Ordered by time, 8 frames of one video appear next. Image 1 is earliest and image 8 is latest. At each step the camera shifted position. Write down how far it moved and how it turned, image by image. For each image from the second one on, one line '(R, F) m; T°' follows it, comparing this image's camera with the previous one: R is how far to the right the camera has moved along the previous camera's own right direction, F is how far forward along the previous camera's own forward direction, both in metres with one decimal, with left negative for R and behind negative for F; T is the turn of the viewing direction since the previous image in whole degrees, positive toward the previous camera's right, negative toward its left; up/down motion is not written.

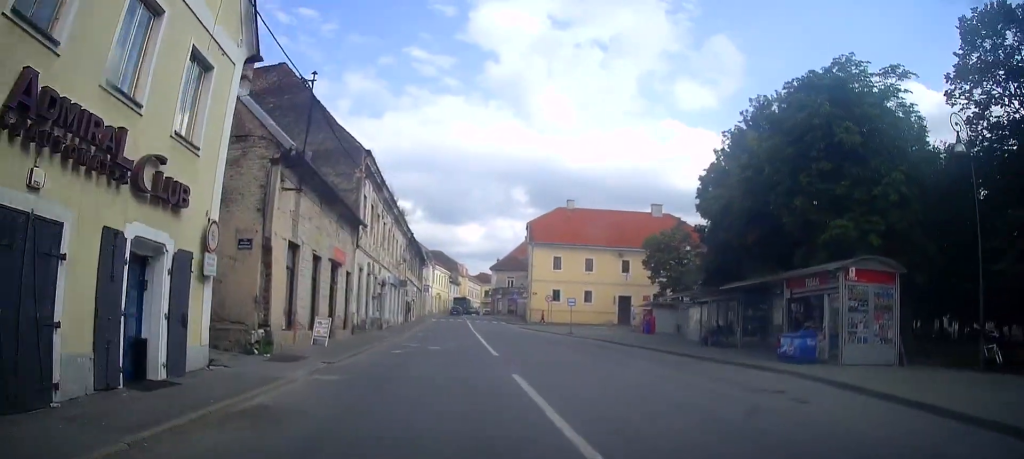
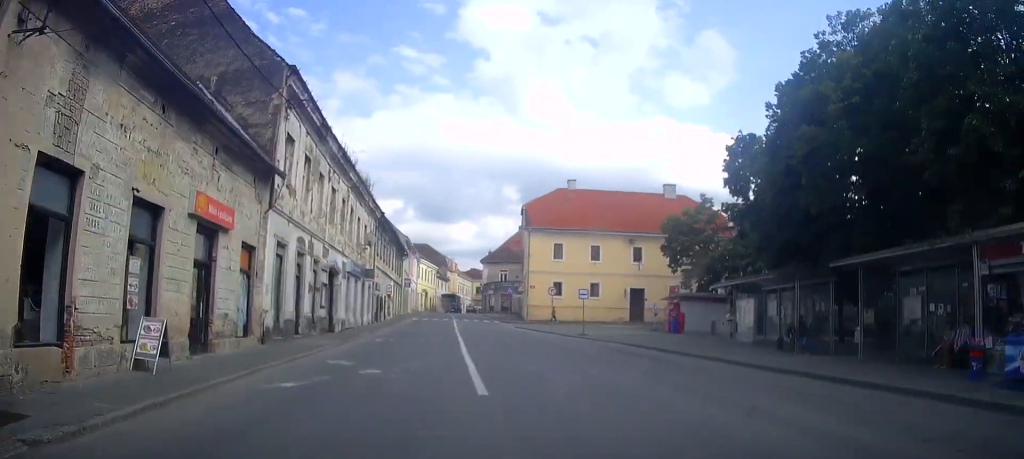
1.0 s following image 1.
(+0.3, +9.9) m; +1°
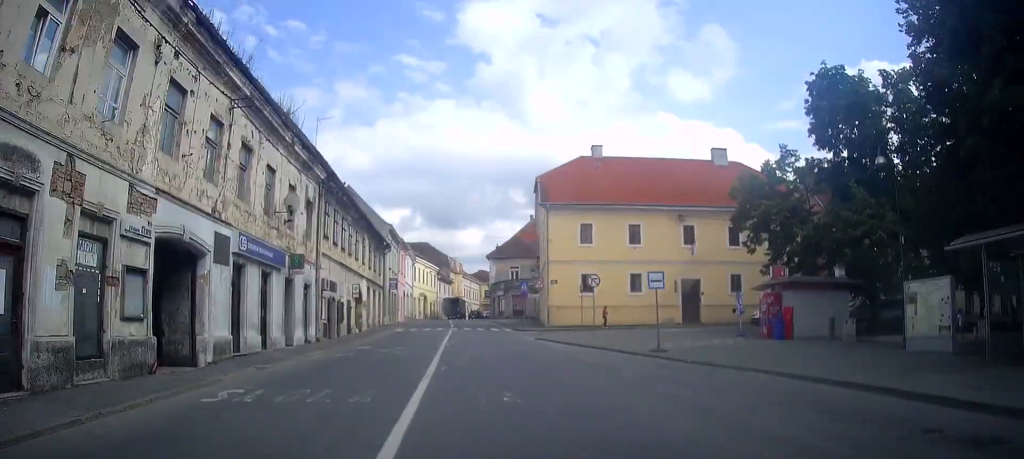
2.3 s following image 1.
(-0.3, +14.6) m; -2°
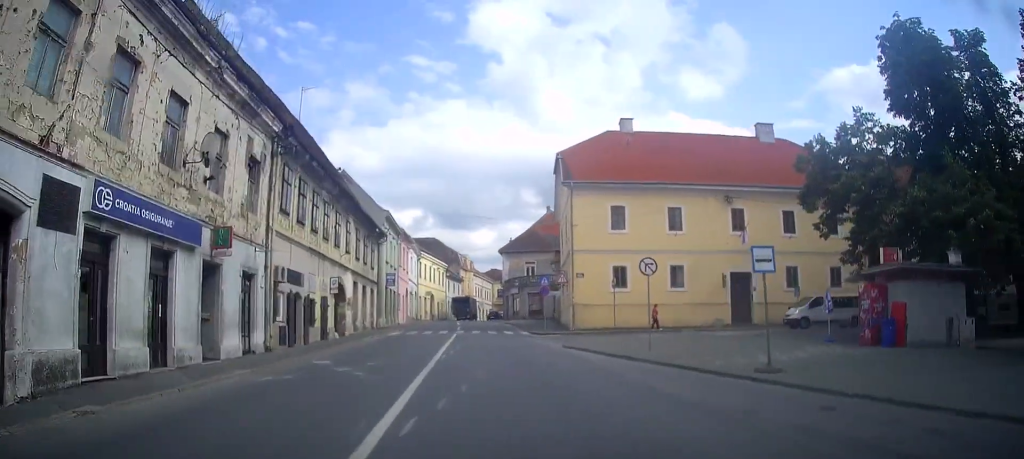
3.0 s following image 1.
(-0.1, +7.5) m; -1°
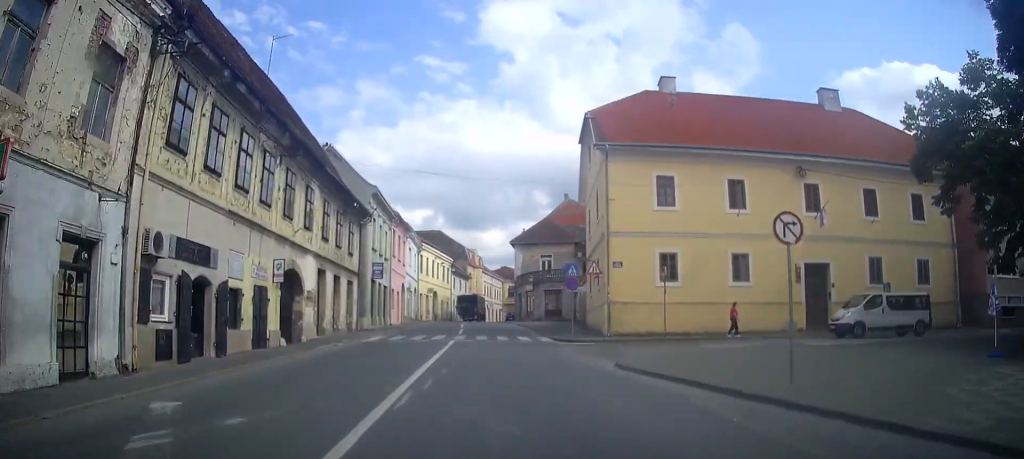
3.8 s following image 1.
(0.0, +8.7) m; 0°
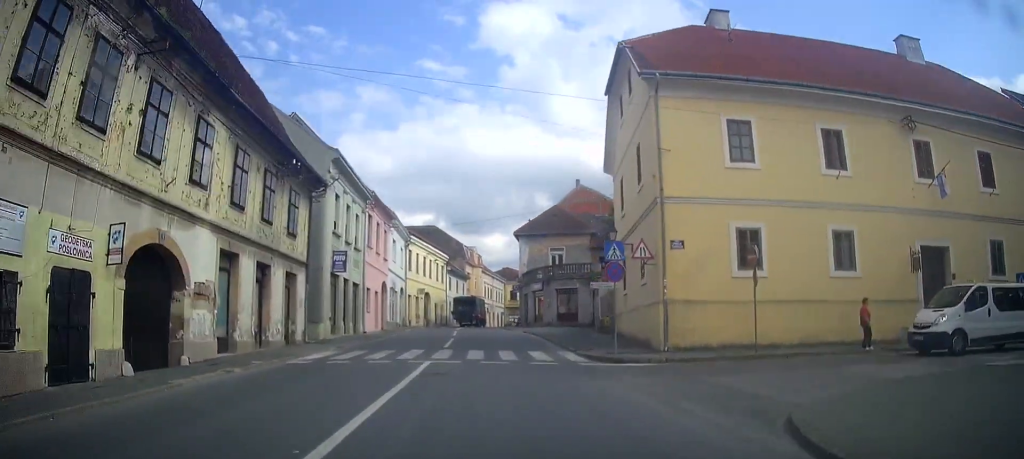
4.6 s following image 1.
(-0.1, +9.5) m; -1°
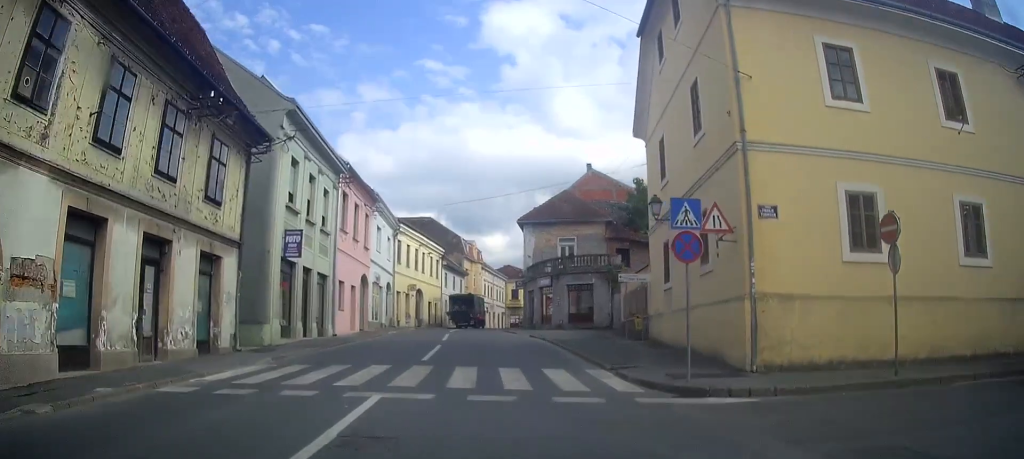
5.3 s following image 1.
(-0.1, +6.7) m; 0°
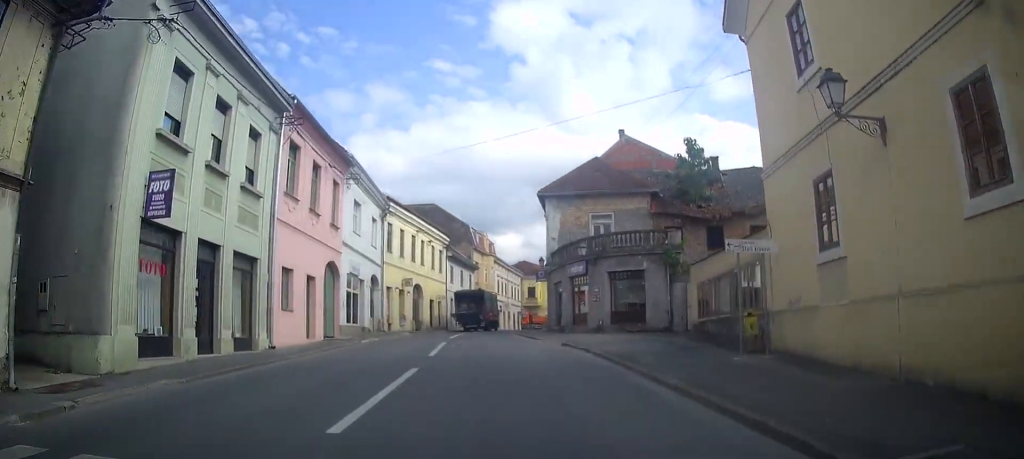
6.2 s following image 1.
(0.0, +9.9) m; -1°
